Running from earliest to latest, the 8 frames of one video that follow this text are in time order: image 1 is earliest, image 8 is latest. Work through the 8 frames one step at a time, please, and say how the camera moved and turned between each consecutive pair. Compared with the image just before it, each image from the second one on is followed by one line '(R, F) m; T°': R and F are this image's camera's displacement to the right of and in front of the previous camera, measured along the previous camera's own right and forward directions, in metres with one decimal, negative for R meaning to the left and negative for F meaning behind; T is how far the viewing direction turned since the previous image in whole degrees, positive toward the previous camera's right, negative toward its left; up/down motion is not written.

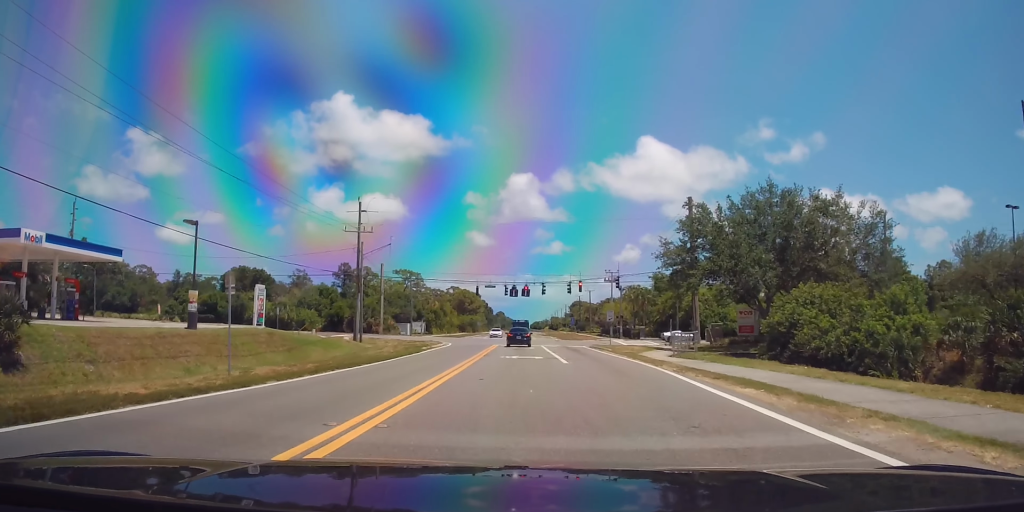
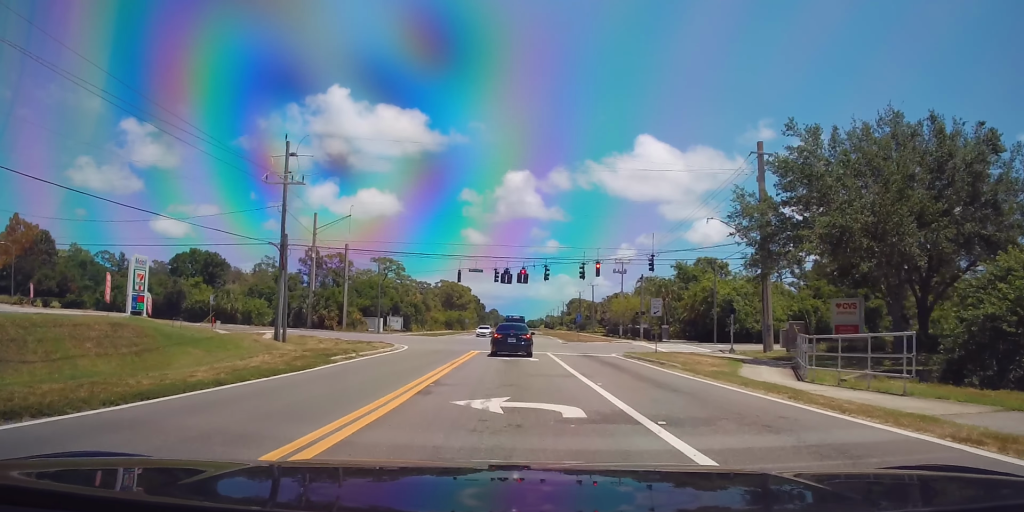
(0.0, +20.7) m; -3°
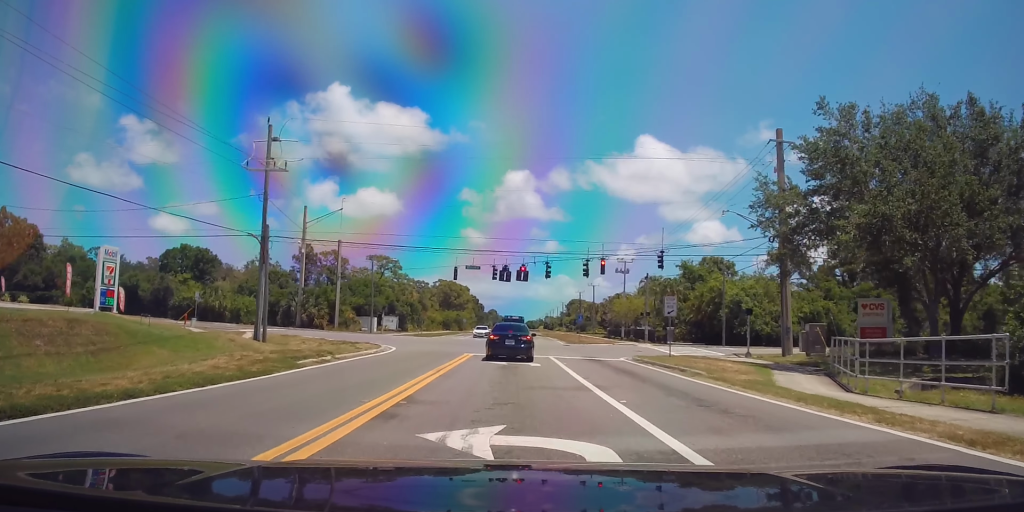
(0.0, +3.6) m; -1°
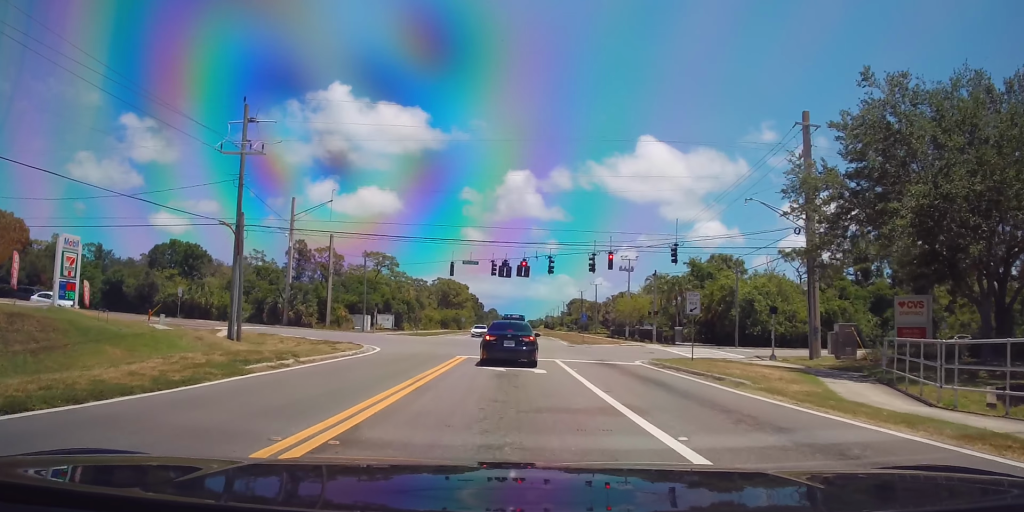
(-0.3, +4.2) m; -1°
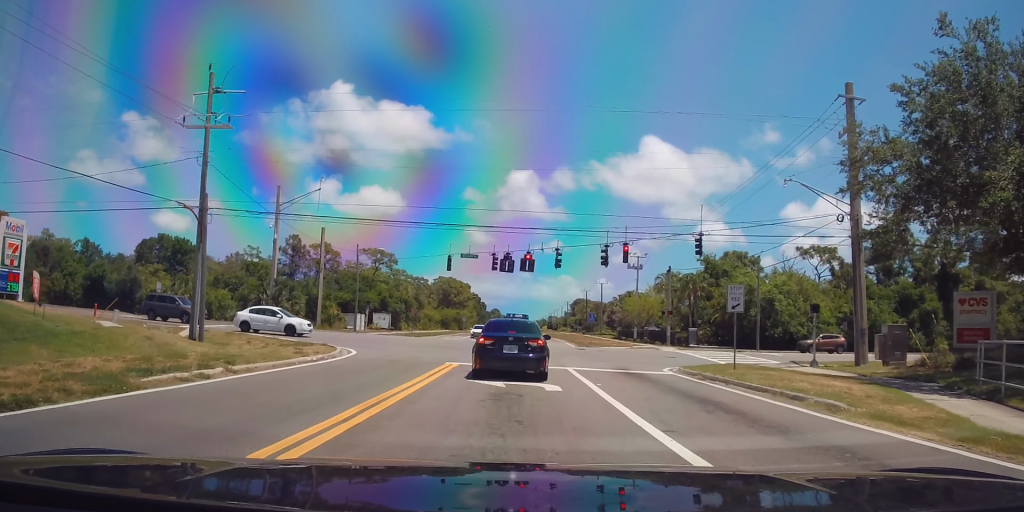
(+0.2, +5.2) m; +3°
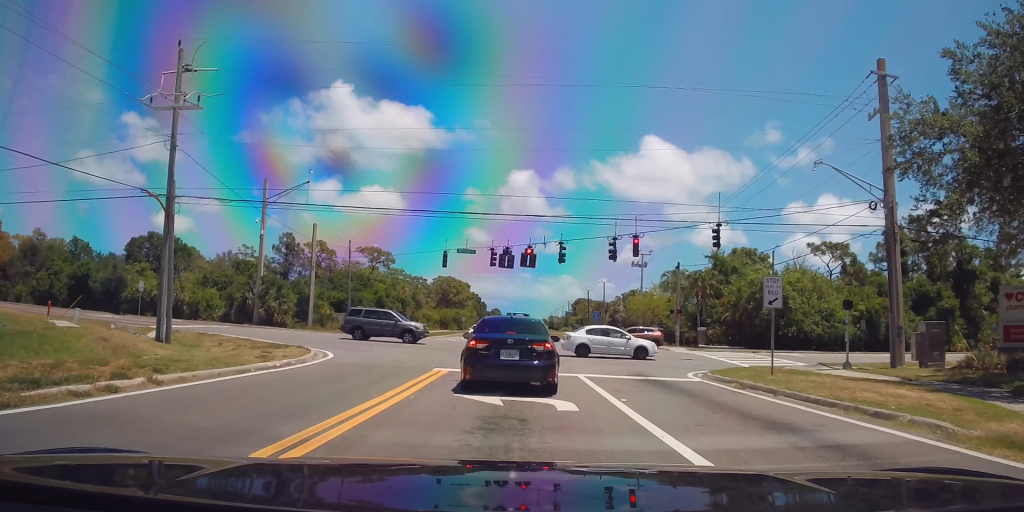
(+0.1, +3.5) m; +1°
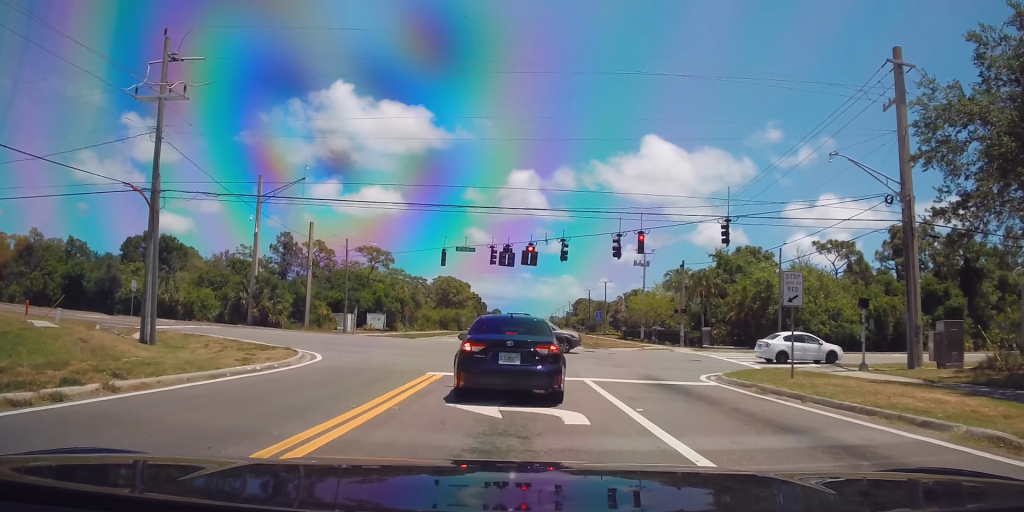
(0.0, +1.6) m; 0°
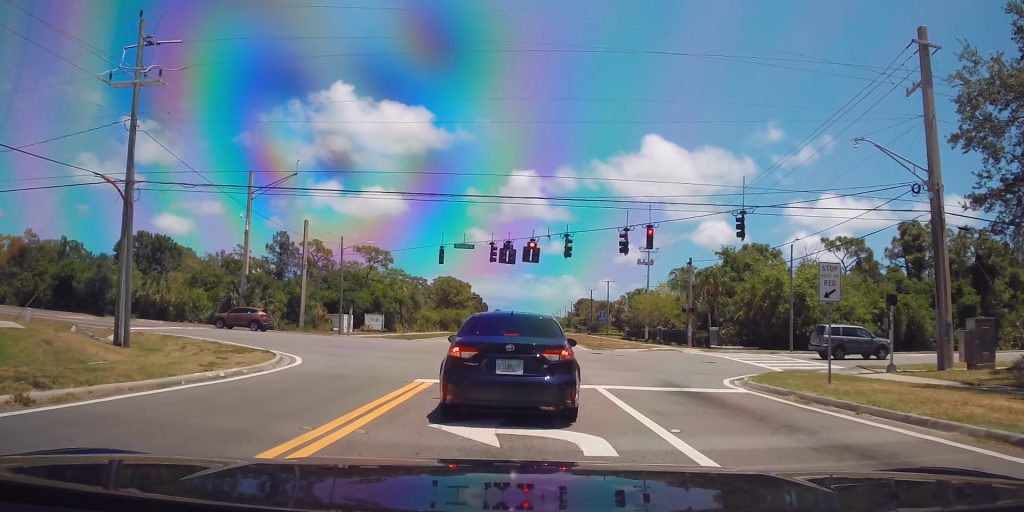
(0.0, +2.7) m; 0°
